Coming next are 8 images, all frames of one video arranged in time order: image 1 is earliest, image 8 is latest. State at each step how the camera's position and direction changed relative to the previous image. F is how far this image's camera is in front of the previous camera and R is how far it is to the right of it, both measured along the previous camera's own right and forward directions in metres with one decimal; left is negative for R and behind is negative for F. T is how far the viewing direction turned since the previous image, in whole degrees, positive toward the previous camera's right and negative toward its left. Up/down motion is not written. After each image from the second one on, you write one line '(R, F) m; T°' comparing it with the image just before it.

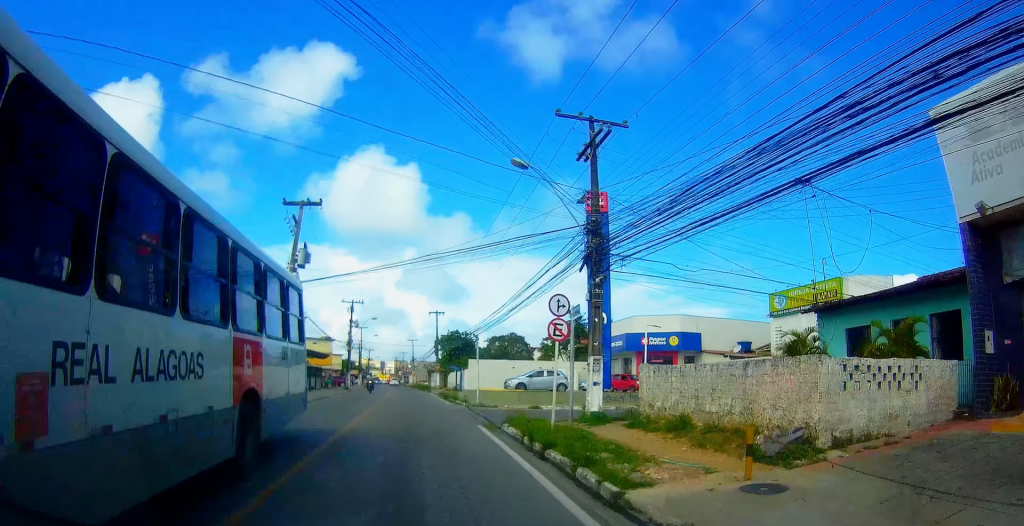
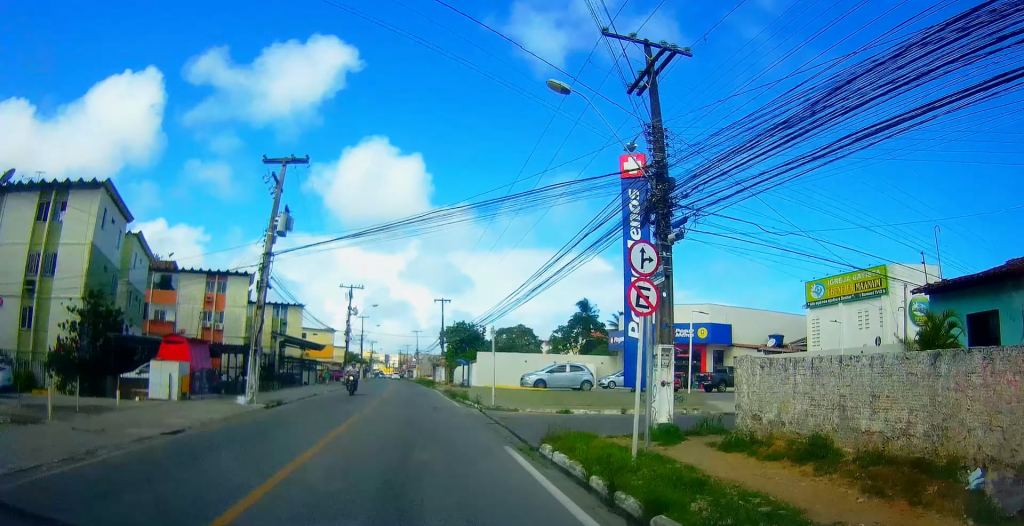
(0.0, +4.6) m; 0°
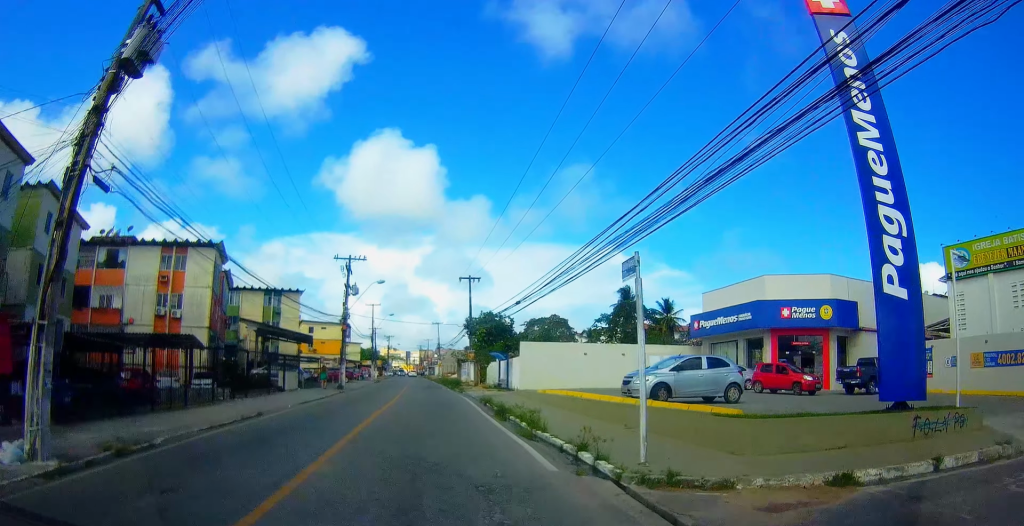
(-0.3, +12.9) m; -3°
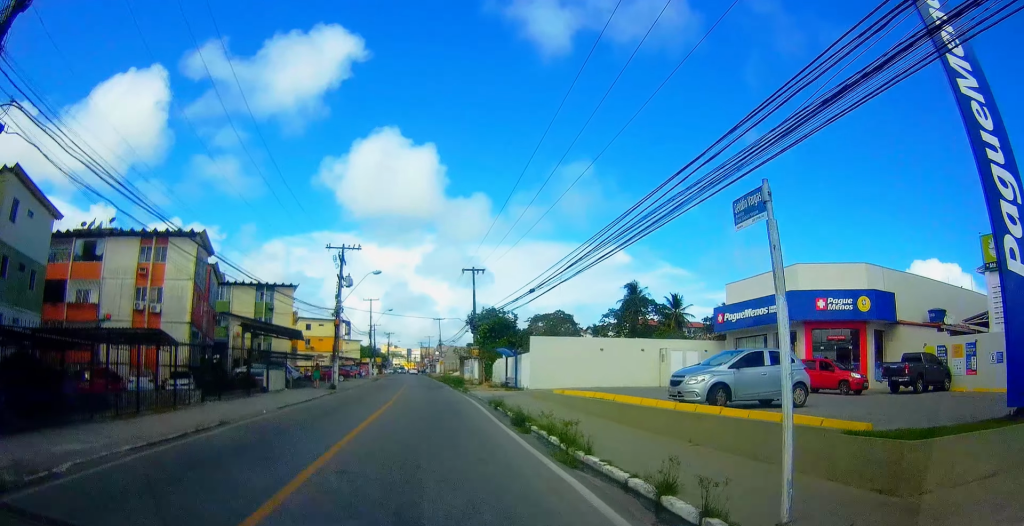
(-0.2, +3.2) m; 0°
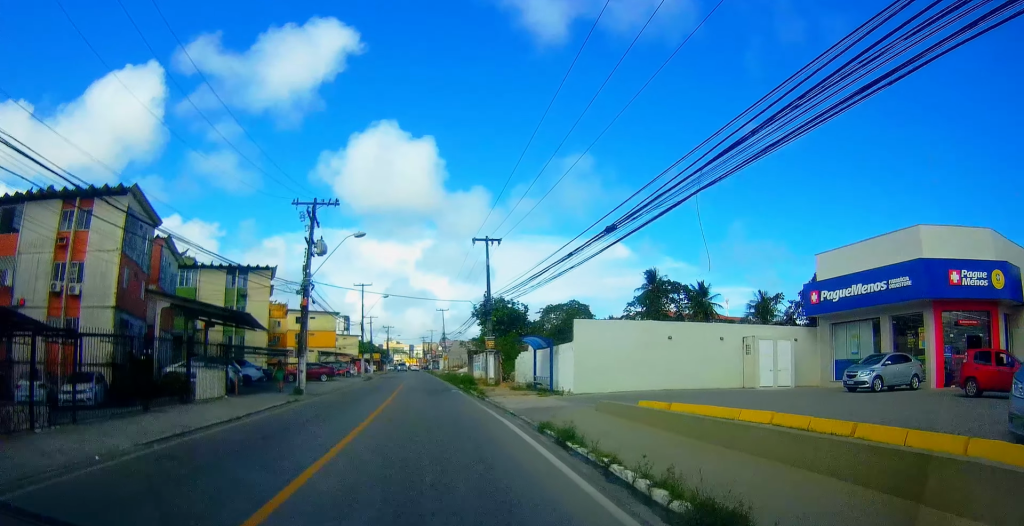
(+0.3, +9.5) m; -1°
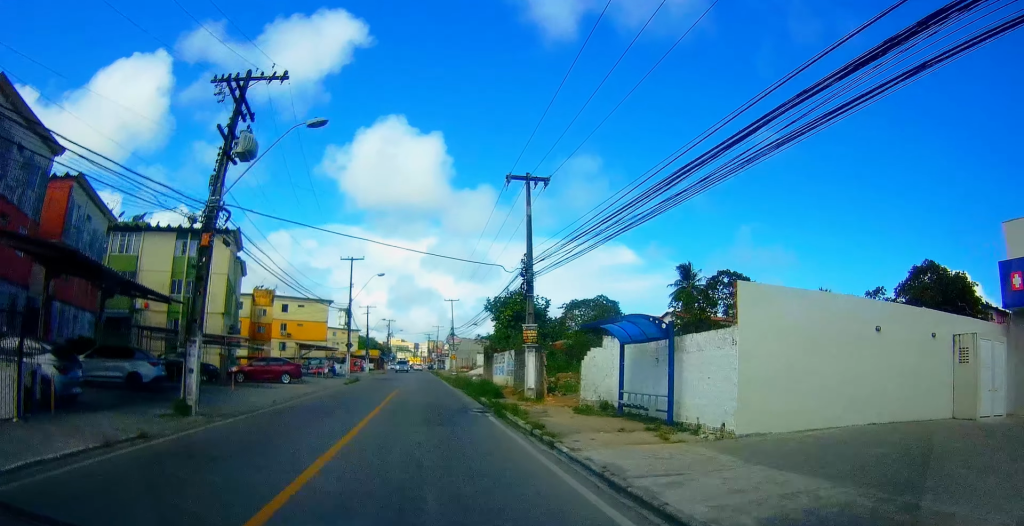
(-0.9, +12.4) m; -2°
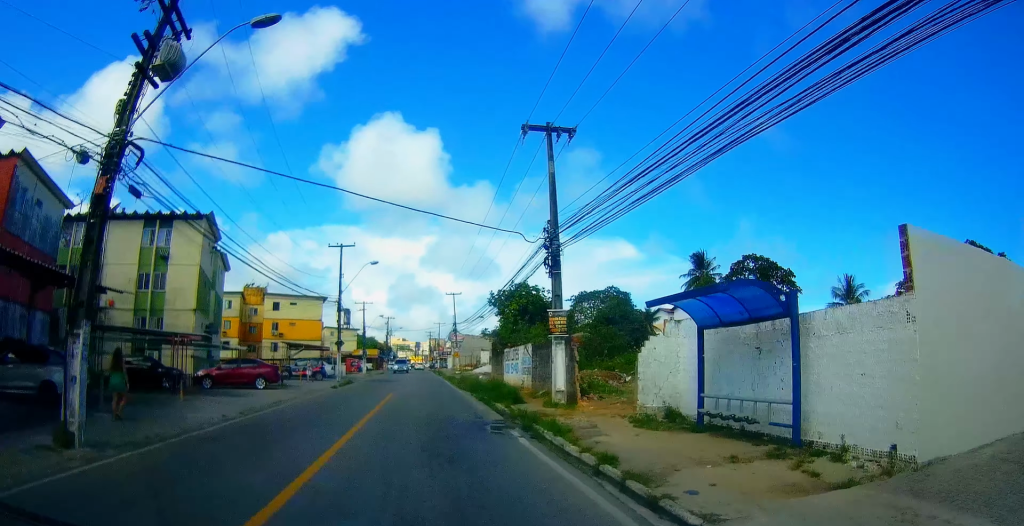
(+0.2, +4.9) m; +3°
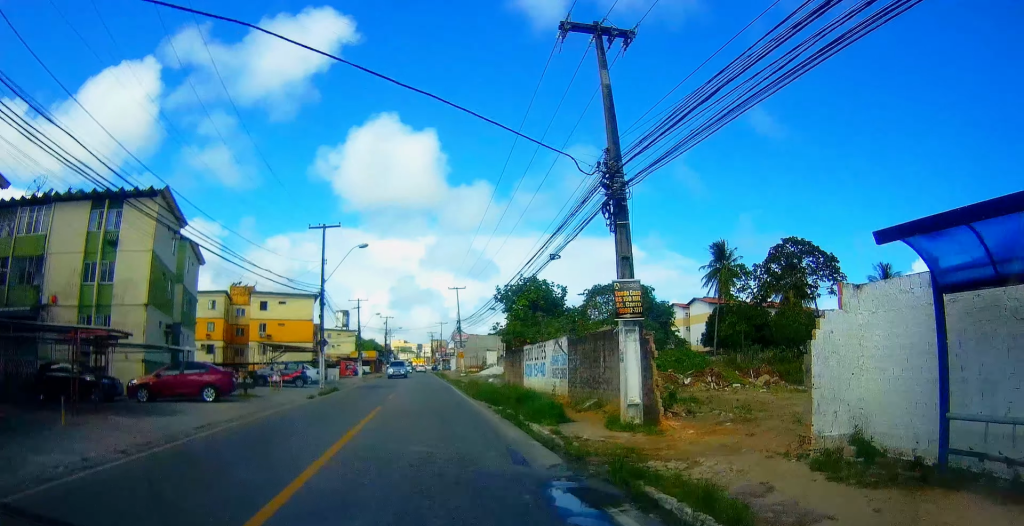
(+0.4, +6.4) m; +3°
